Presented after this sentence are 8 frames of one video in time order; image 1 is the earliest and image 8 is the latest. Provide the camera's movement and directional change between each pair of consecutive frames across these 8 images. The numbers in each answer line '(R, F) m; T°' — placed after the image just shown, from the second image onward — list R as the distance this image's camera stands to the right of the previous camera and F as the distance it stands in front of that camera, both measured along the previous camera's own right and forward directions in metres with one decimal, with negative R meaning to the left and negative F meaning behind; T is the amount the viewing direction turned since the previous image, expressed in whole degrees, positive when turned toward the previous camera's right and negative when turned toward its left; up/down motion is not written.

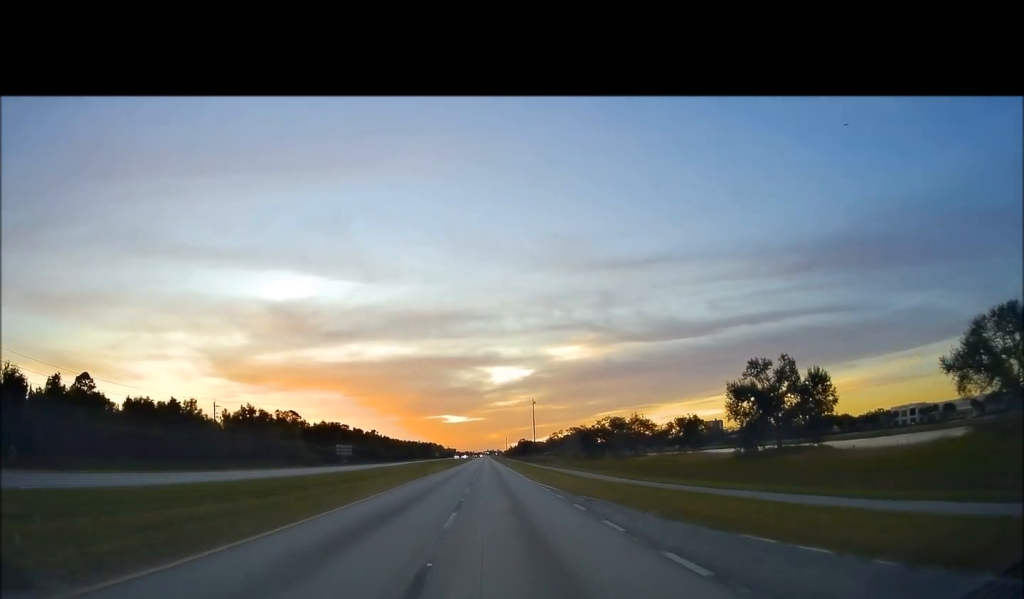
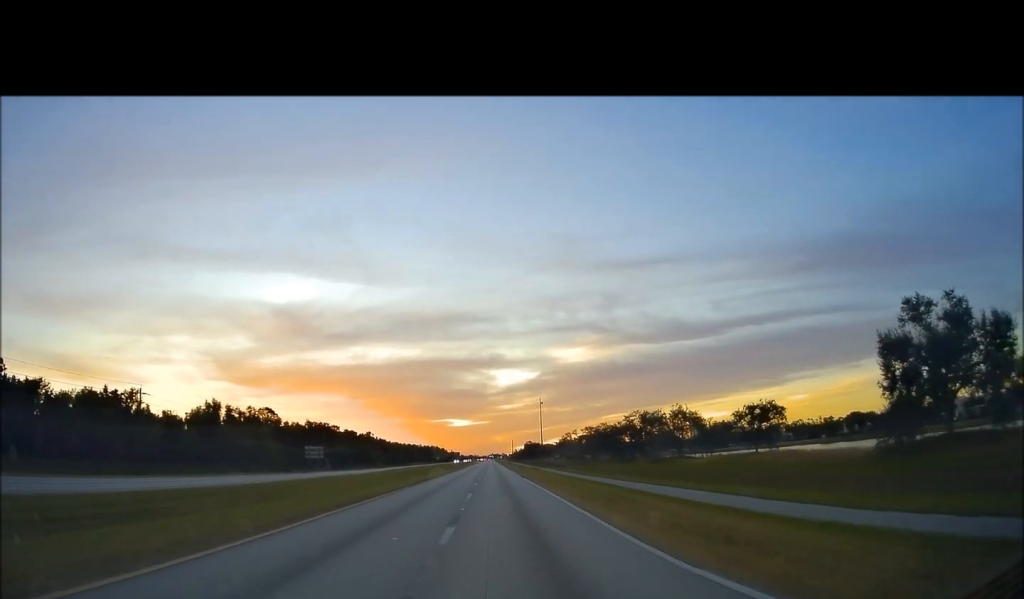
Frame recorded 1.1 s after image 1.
(-0.6, +26.8) m; -3°
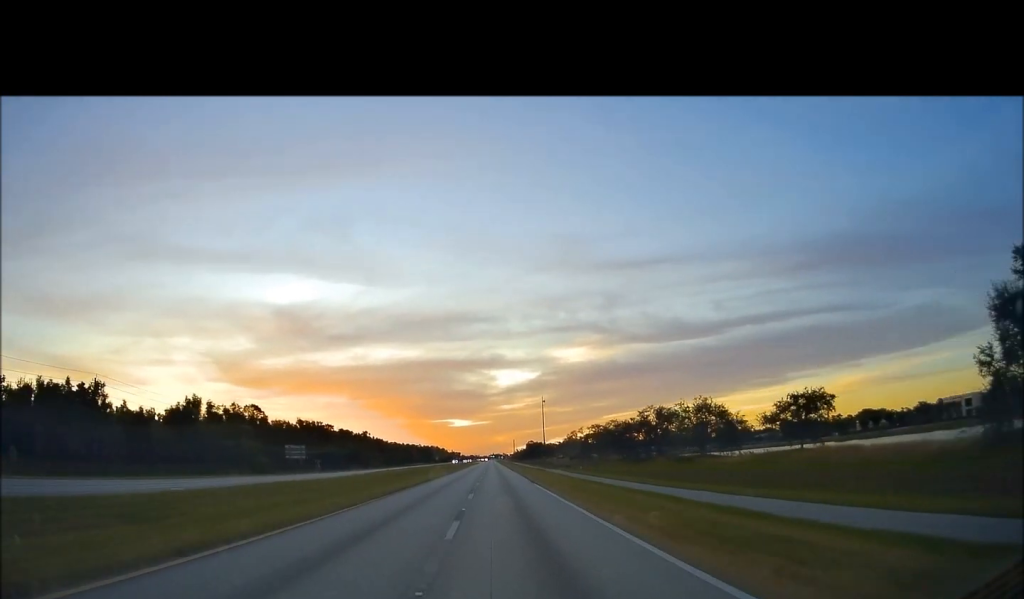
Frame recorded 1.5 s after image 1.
(-0.3, +11.5) m; 0°
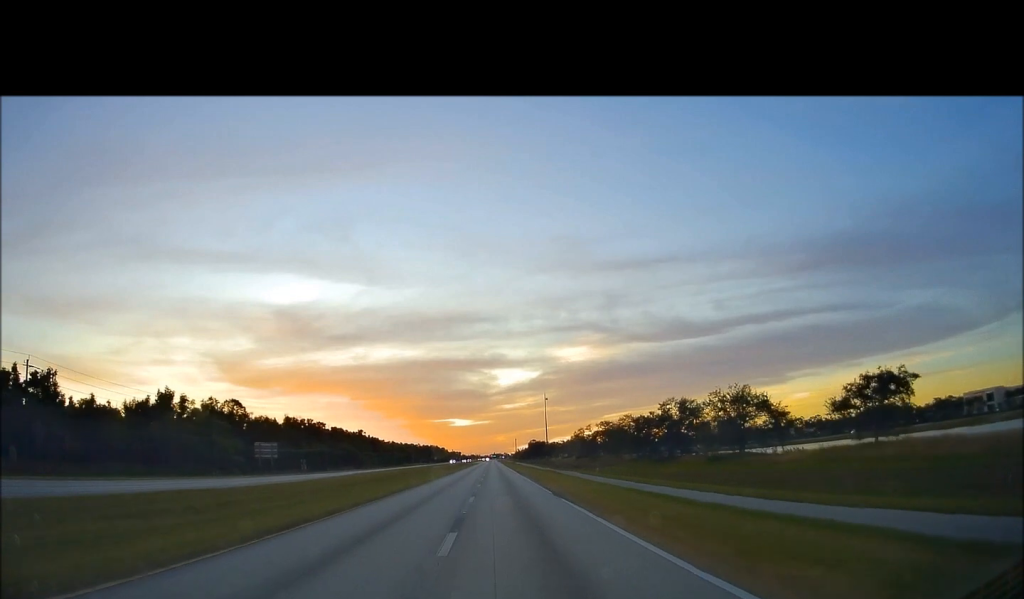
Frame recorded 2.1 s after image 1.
(-0.2, +14.0) m; 0°
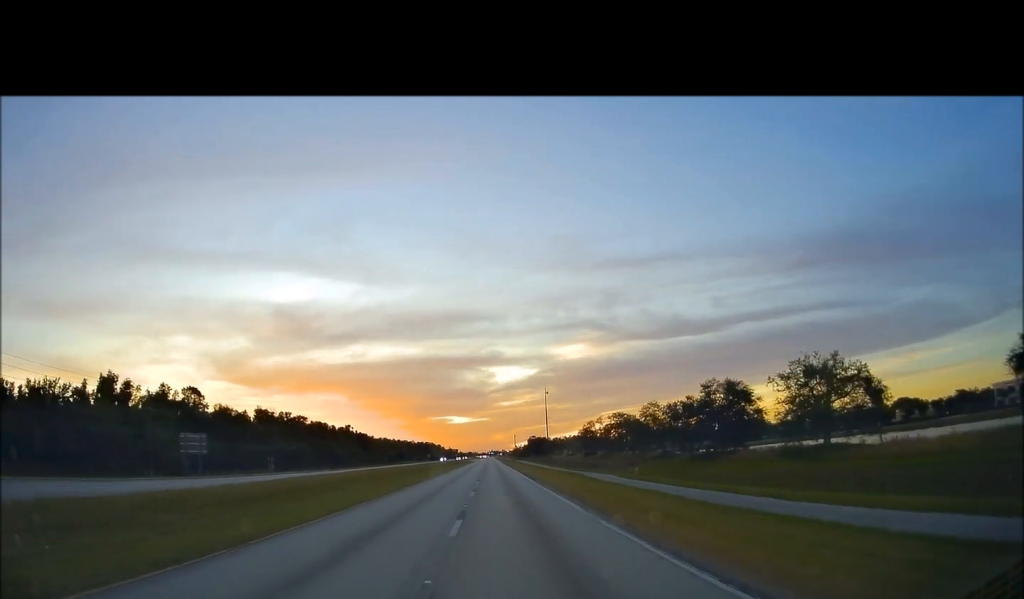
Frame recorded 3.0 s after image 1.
(+0.5, +22.3) m; +1°
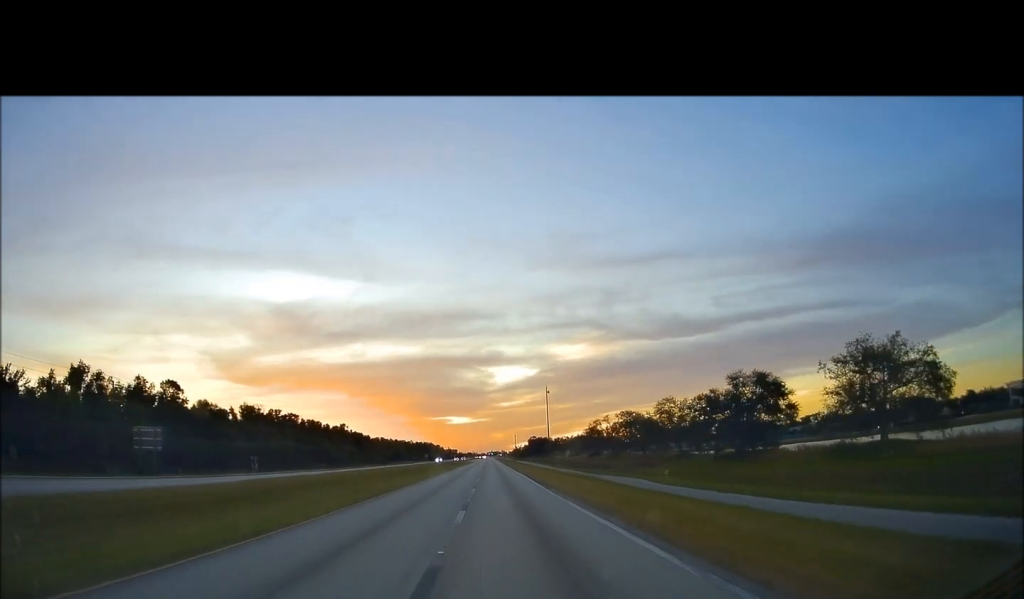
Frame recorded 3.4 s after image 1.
(0.0, +9.9) m; 0°
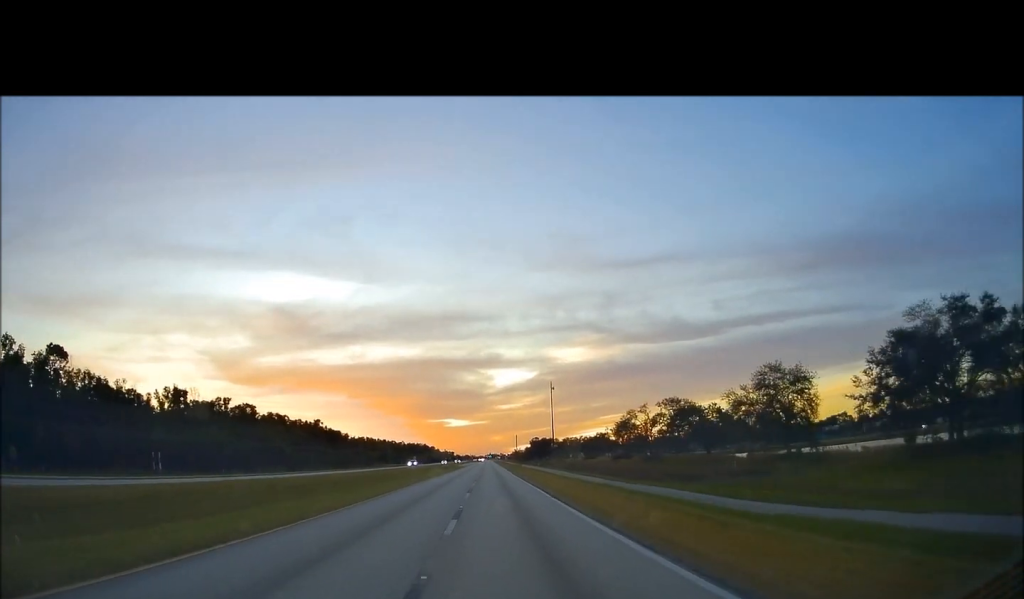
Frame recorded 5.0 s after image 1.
(-0.8, +38.9) m; -1°
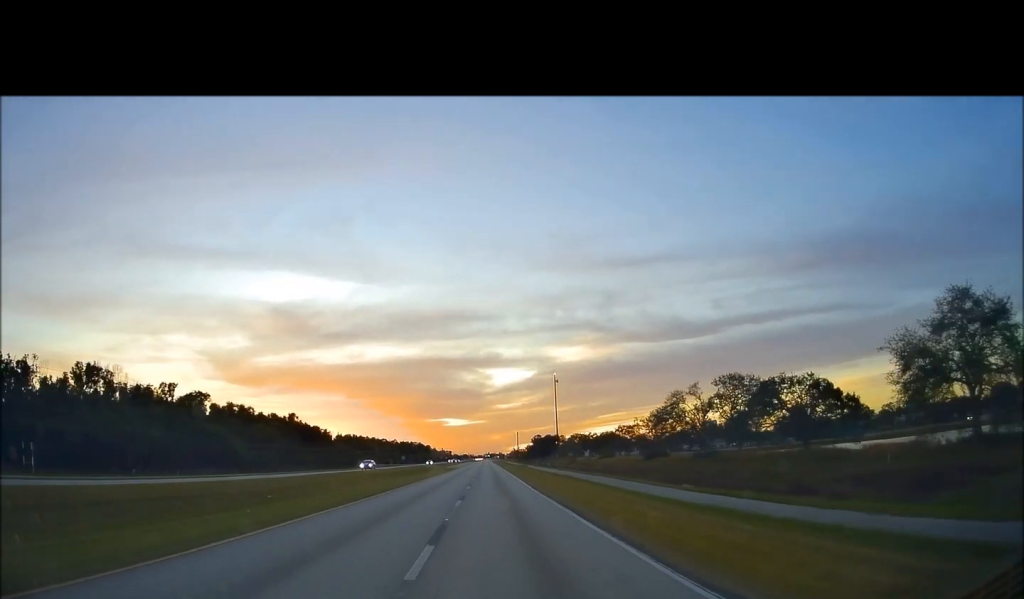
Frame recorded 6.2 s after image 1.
(+0.7, +29.4) m; +1°
